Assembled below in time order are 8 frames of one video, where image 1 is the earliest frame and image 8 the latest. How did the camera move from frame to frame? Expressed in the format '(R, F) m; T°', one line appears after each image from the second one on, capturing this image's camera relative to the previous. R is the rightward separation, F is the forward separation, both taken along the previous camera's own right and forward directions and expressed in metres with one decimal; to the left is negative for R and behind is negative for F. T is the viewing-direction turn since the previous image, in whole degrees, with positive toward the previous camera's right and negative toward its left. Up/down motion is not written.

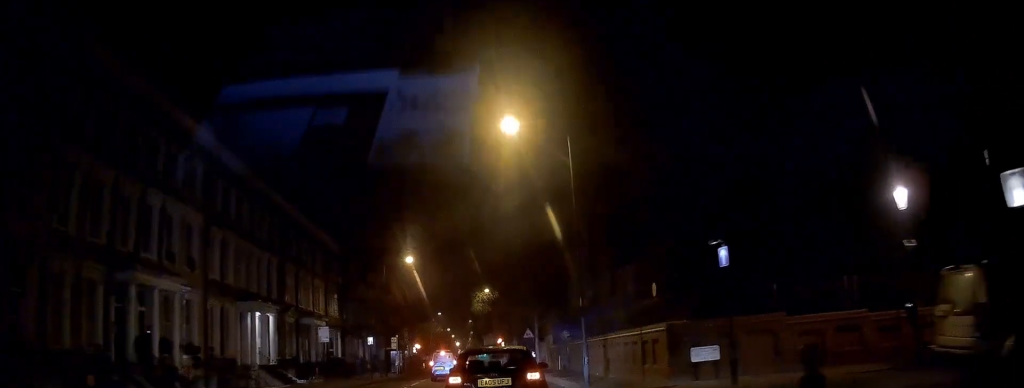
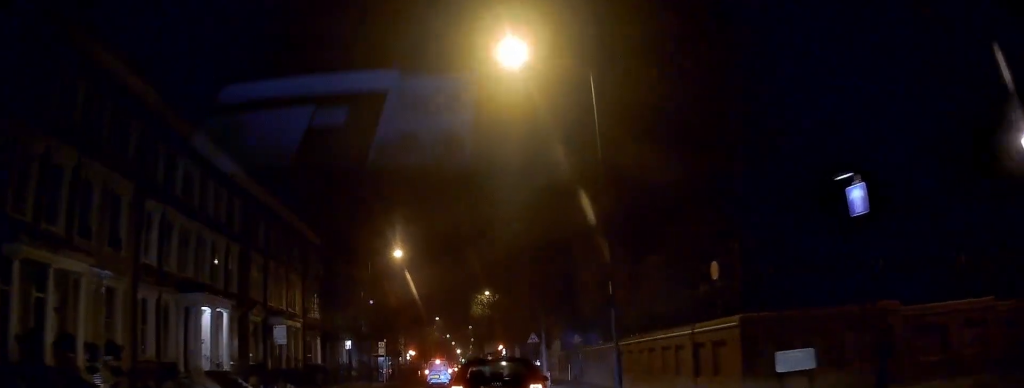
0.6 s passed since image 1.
(+0.3, +6.4) m; 0°
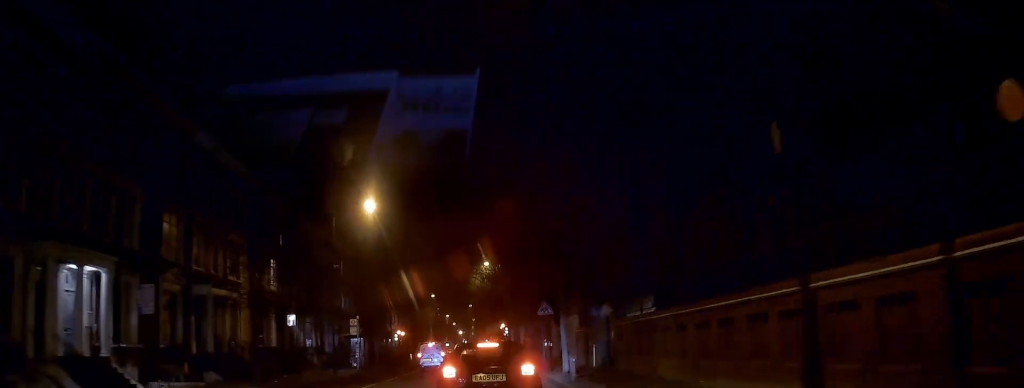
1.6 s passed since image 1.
(-0.1, +10.3) m; 0°
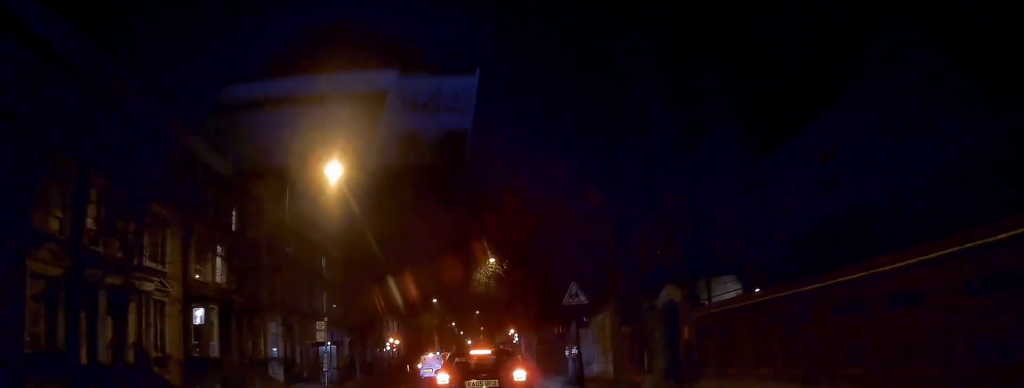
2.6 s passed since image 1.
(0.0, +9.5) m; 0°
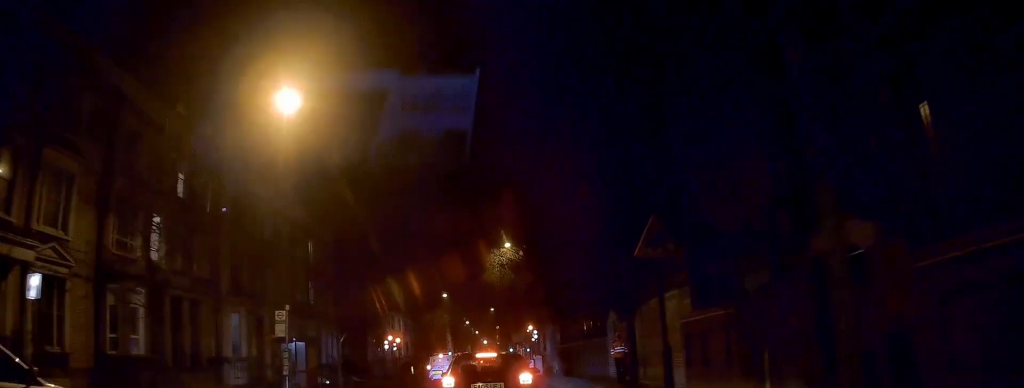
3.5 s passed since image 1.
(+0.1, +8.4) m; -1°
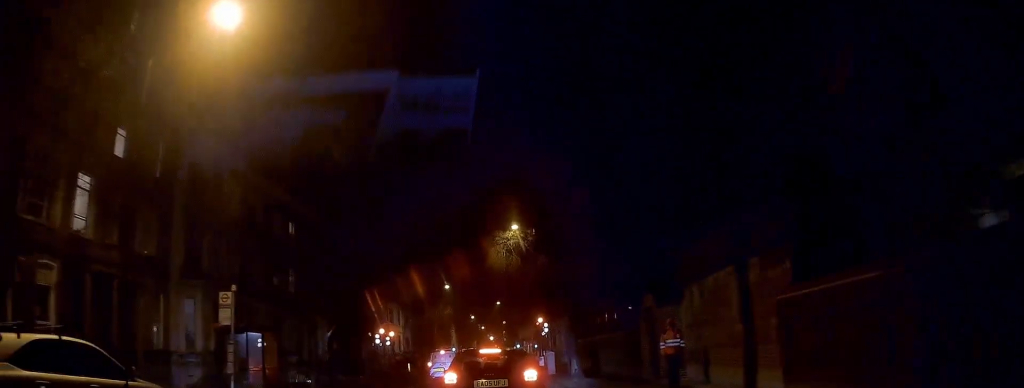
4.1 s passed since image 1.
(0.0, +6.0) m; -3°
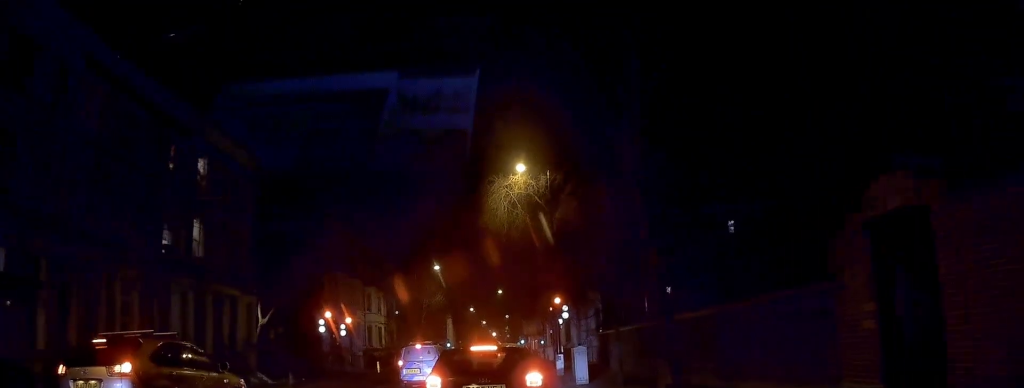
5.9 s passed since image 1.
(-0.2, +14.1) m; 0°
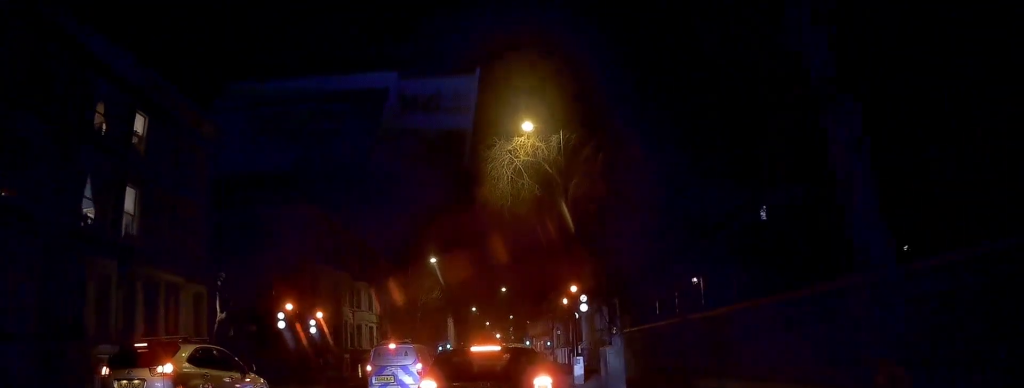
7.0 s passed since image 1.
(-0.3, +7.0) m; -2°
